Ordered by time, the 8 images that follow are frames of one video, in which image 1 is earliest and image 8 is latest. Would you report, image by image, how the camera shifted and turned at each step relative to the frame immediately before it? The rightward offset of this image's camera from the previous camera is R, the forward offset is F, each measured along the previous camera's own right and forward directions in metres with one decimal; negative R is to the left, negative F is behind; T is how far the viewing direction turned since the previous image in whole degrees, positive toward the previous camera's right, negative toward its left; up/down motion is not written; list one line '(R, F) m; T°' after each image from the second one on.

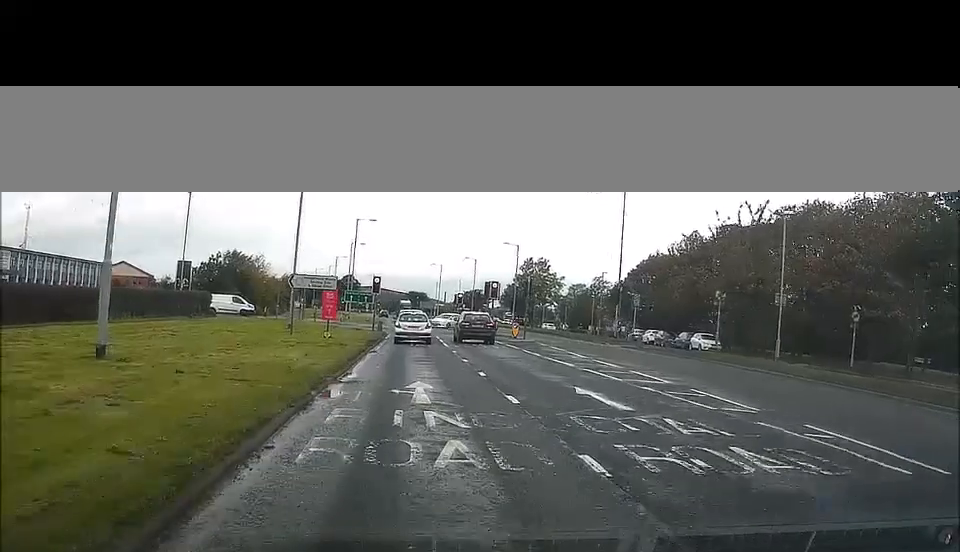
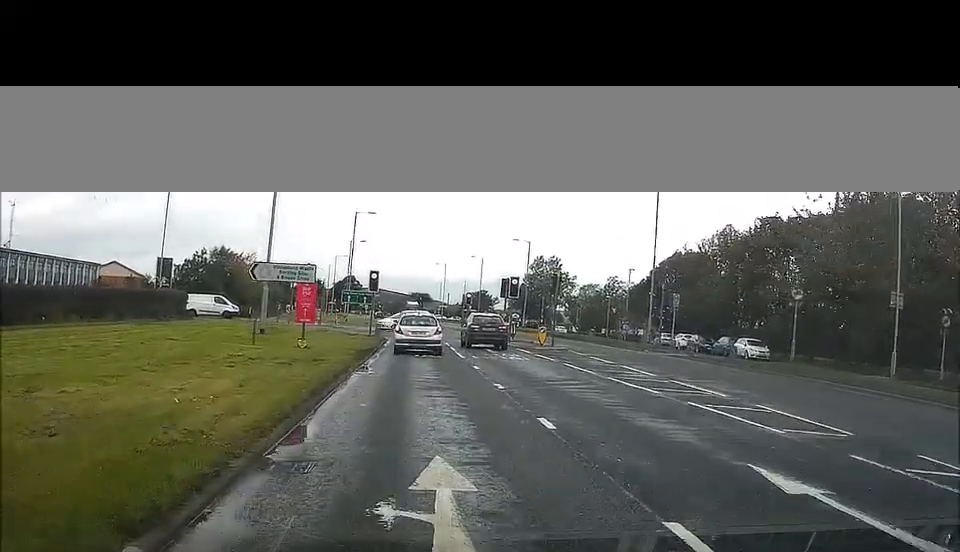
(-0.1, +8.3) m; -1°
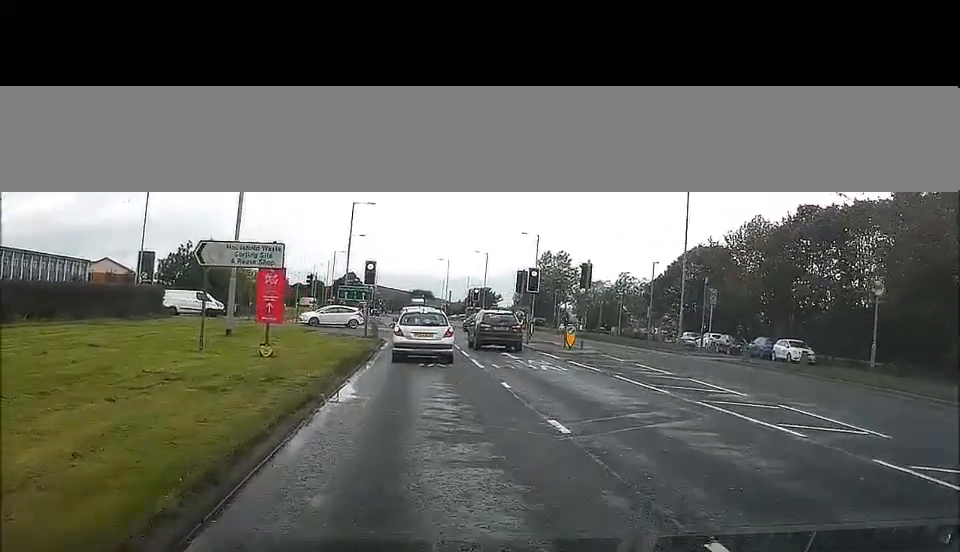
(-0.1, +6.5) m; 0°
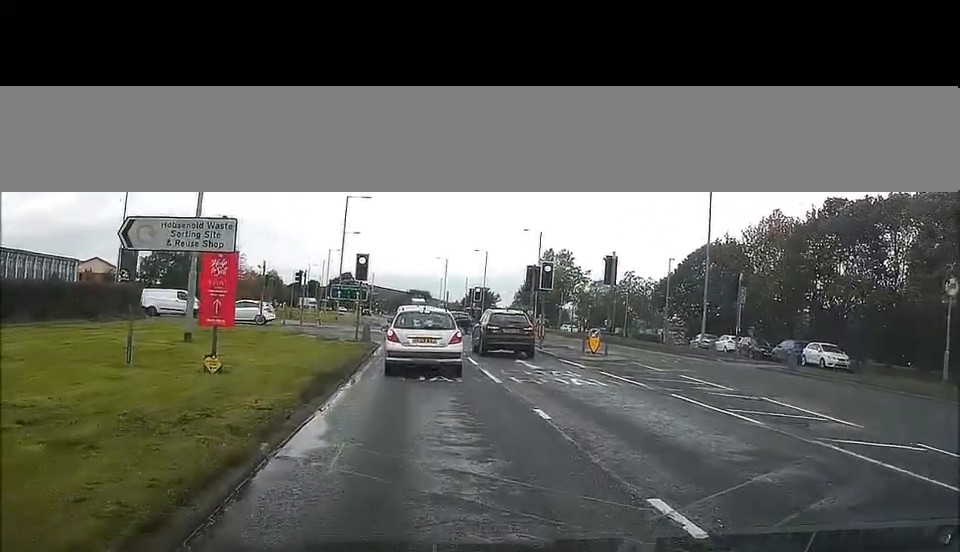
(+0.1, +5.3) m; 0°
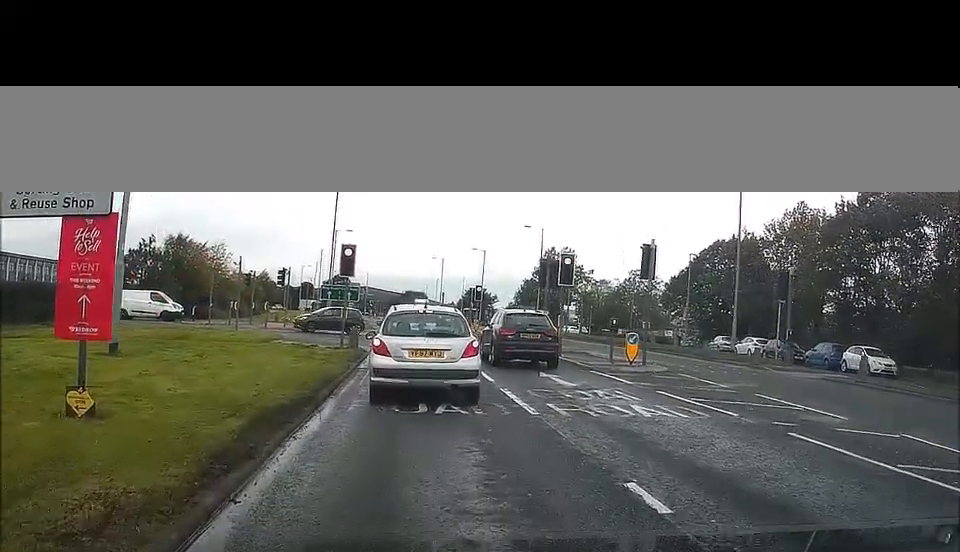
(-0.1, +7.4) m; -2°
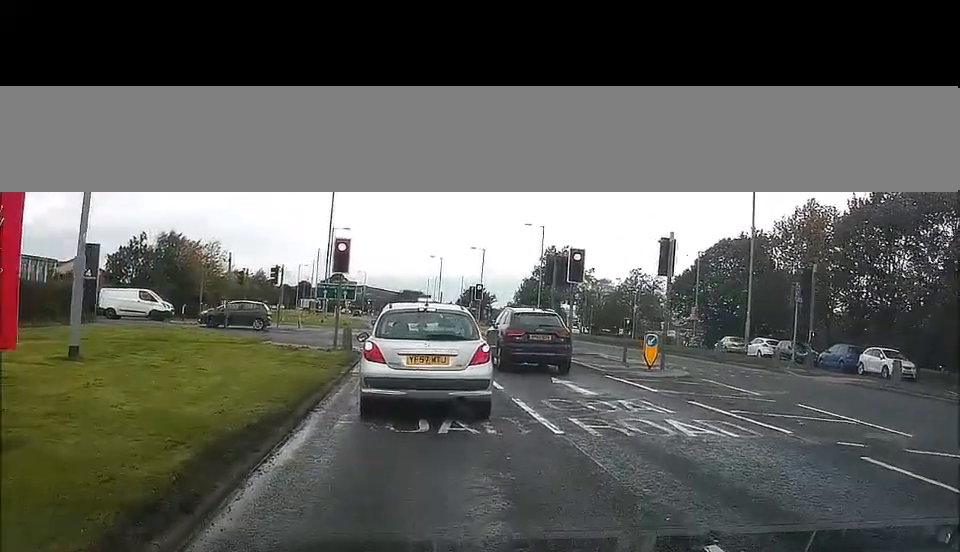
(0.0, +3.2) m; -1°
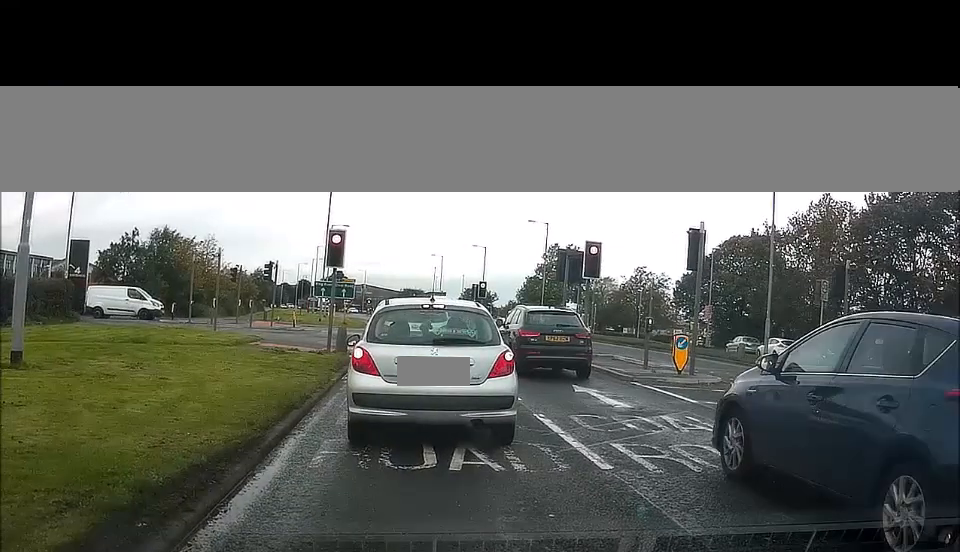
(0.0, +4.6) m; -1°
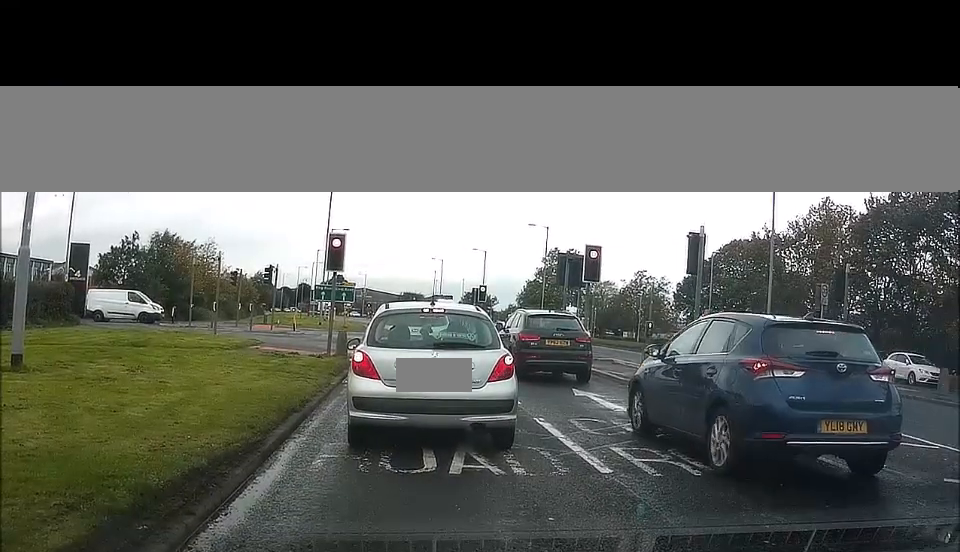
(0.0, +1.1) m; 0°
